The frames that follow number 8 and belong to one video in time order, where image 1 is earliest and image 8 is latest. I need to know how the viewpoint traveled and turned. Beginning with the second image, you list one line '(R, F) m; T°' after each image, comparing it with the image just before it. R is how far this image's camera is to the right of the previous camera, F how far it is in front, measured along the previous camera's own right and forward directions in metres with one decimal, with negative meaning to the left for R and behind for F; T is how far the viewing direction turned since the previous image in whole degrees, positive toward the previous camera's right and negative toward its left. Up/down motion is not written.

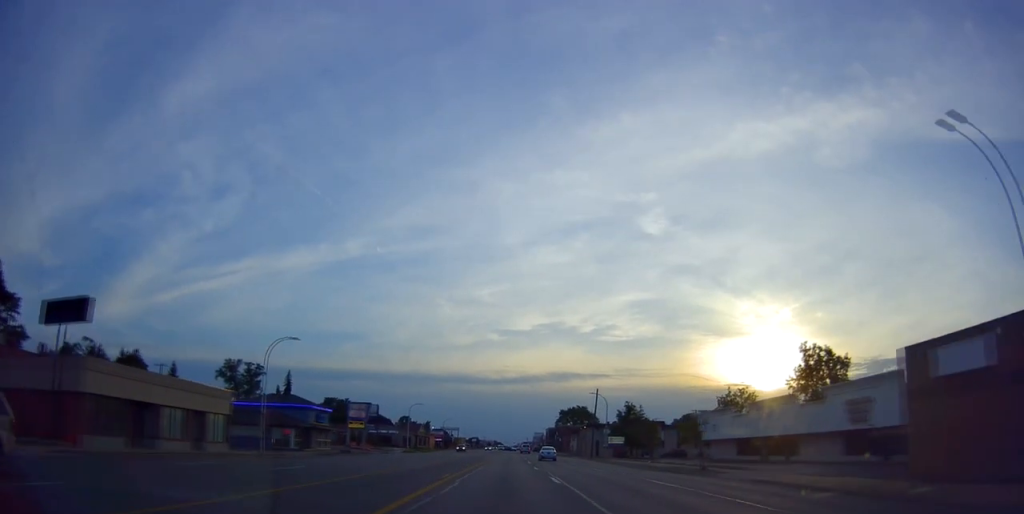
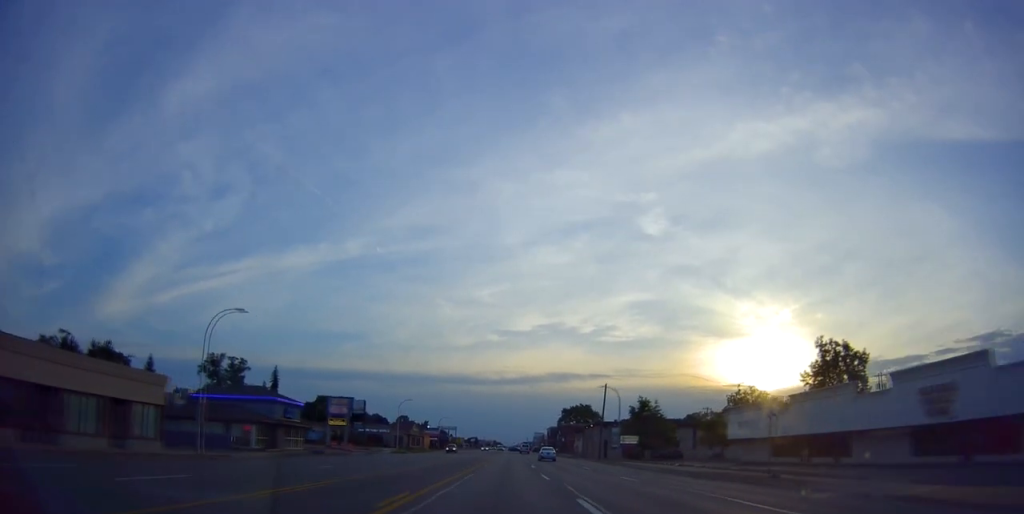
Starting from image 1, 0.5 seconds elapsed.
(0.0, +9.7) m; 0°
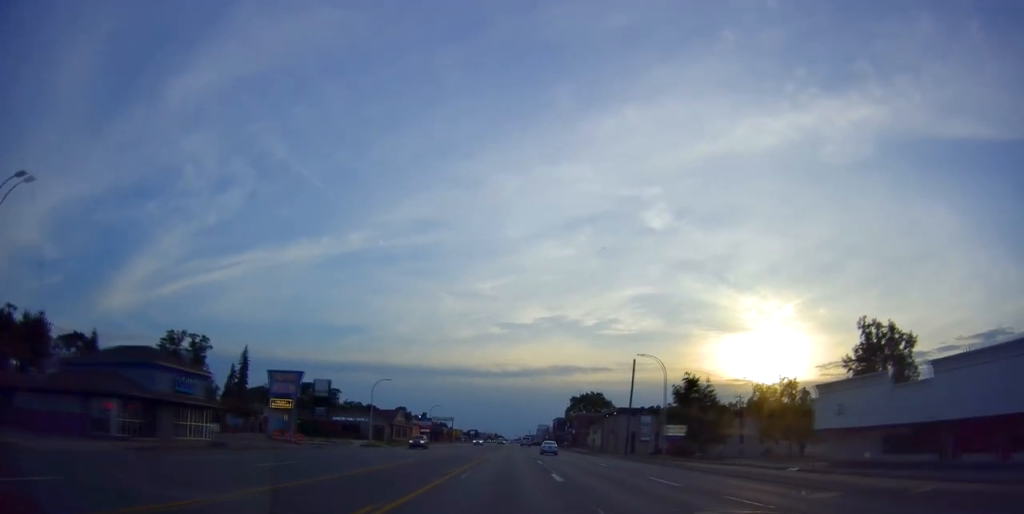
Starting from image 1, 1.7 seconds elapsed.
(0.0, +20.6) m; 0°
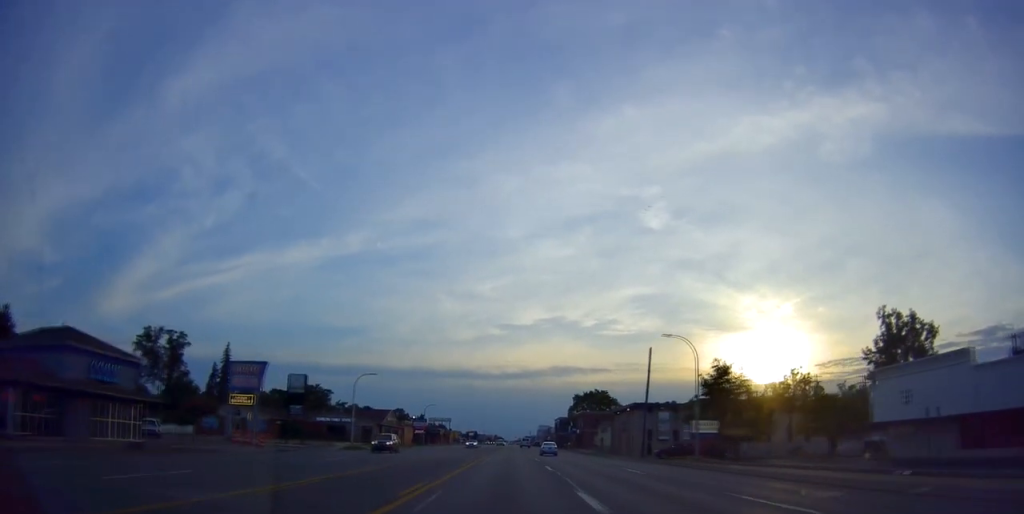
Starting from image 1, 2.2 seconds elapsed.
(0.0, +9.2) m; -1°
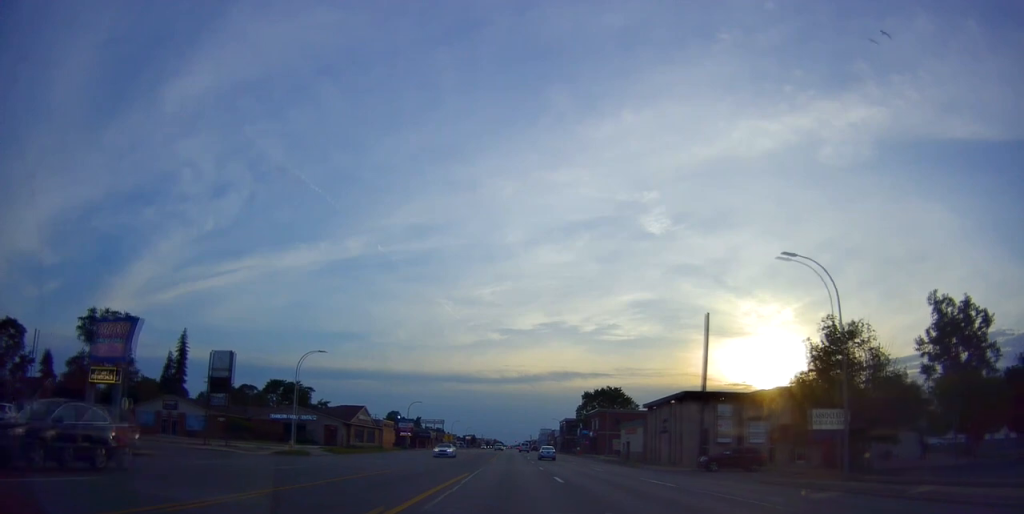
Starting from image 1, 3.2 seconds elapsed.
(-0.3, +19.8) m; -1°
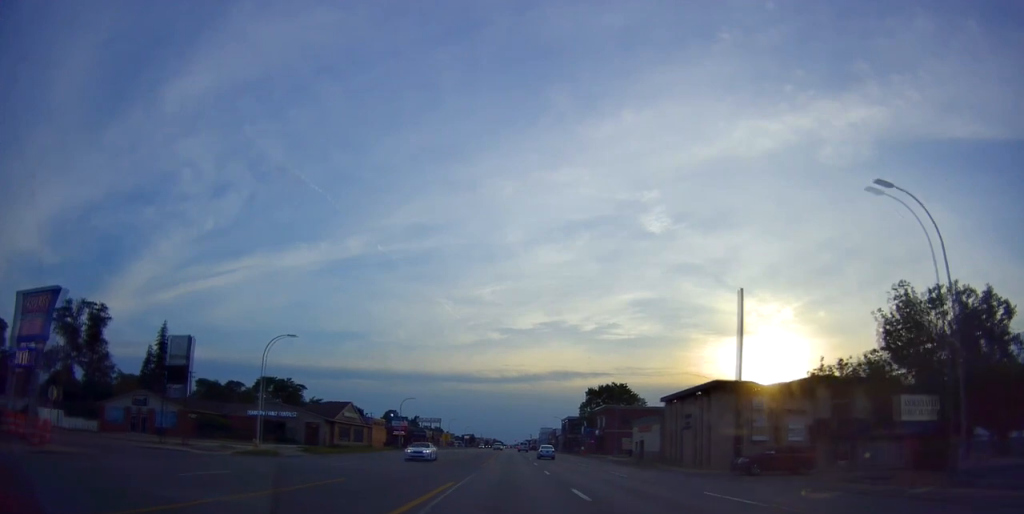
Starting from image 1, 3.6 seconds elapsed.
(-0.2, +7.5) m; 0°
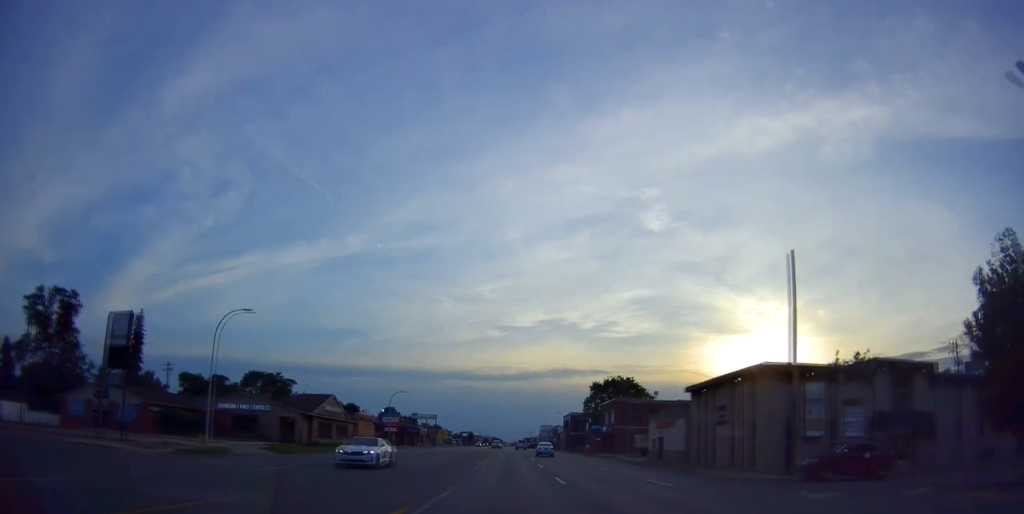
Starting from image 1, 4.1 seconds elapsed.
(+0.1, +8.1) m; 0°
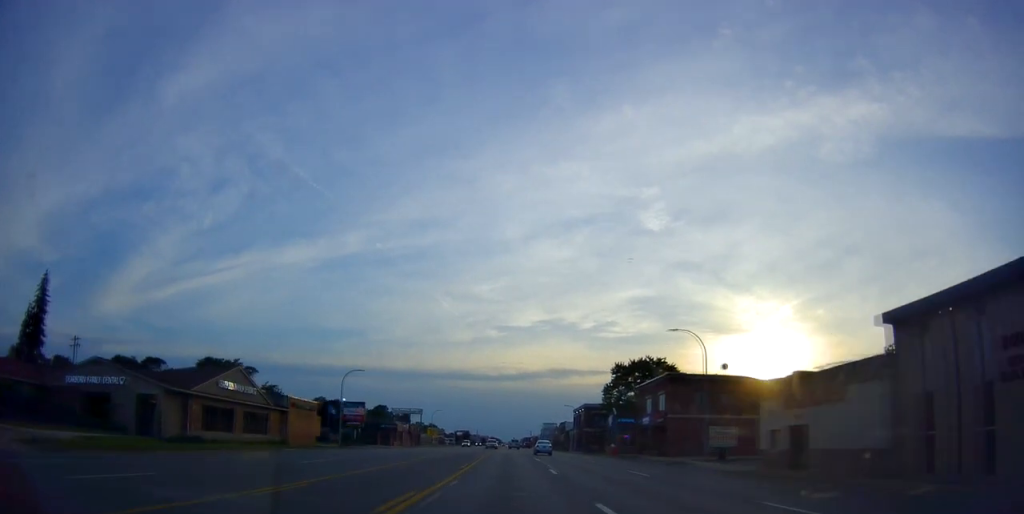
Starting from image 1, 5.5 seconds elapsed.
(0.0, +27.3) m; 0°
